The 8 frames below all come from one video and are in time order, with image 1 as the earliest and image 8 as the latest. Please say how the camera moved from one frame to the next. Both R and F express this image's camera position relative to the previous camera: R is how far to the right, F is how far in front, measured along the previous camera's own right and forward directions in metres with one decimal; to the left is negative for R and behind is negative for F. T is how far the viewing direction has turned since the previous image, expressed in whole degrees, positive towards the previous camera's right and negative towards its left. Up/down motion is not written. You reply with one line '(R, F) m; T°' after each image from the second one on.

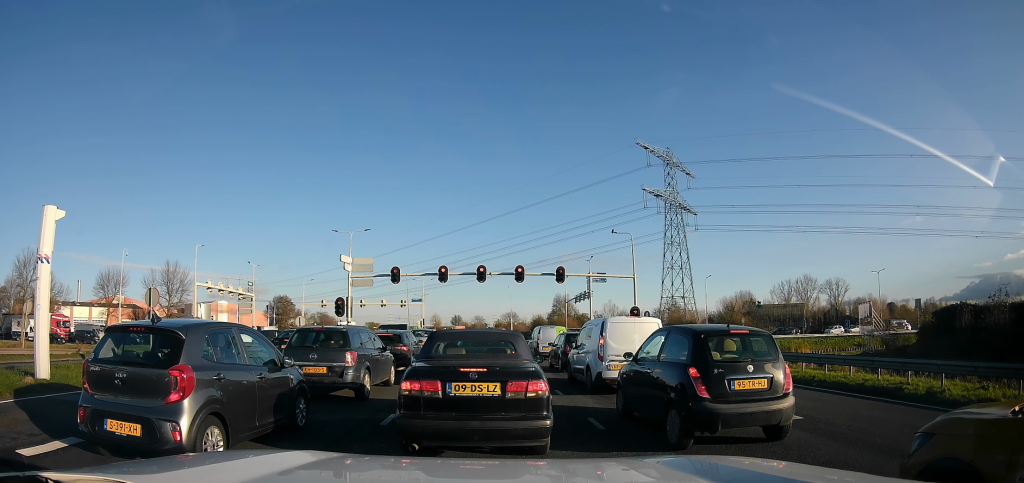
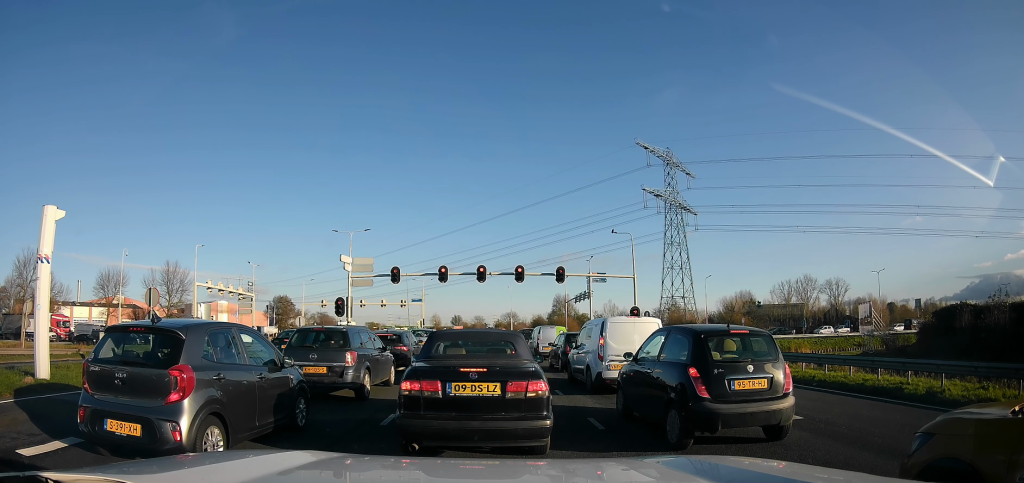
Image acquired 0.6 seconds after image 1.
(0.0, 0.0) m; 0°
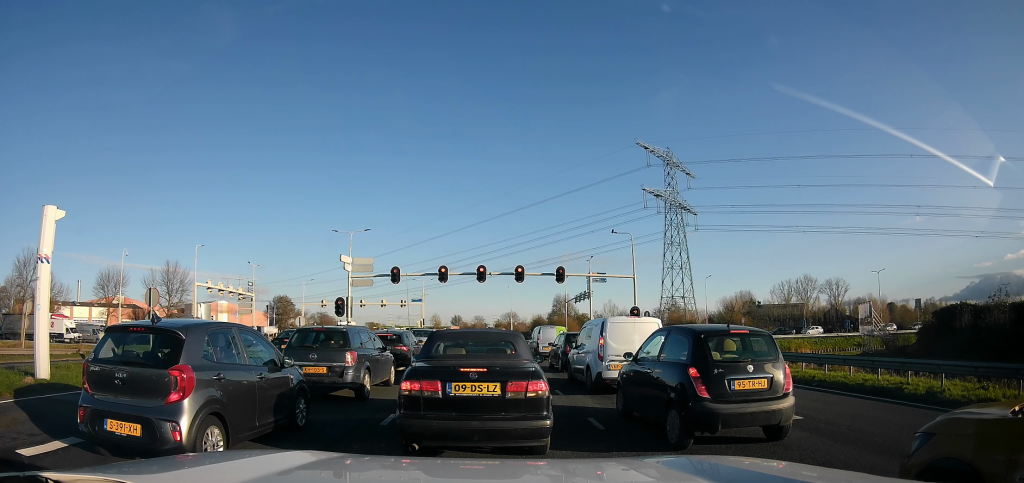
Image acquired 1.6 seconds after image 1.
(0.0, 0.0) m; 0°
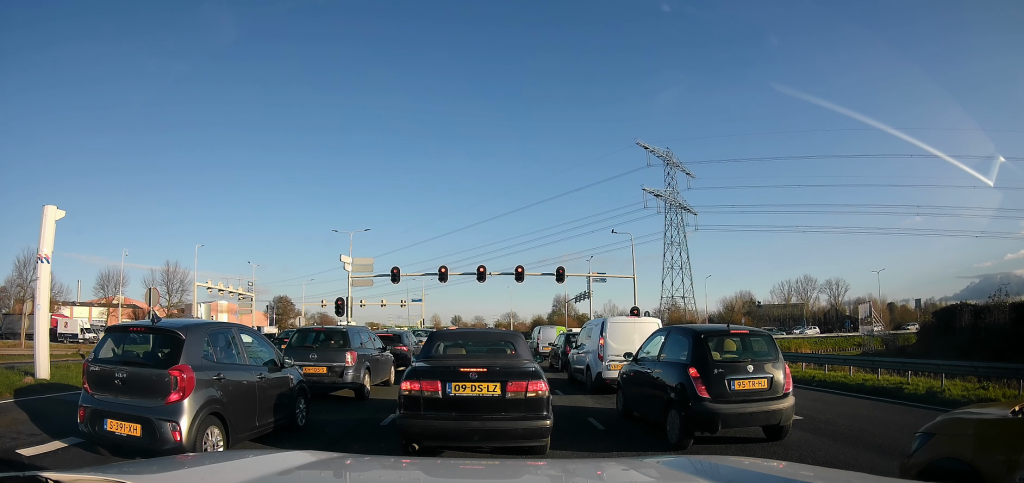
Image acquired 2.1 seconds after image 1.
(0.0, 0.0) m; 0°
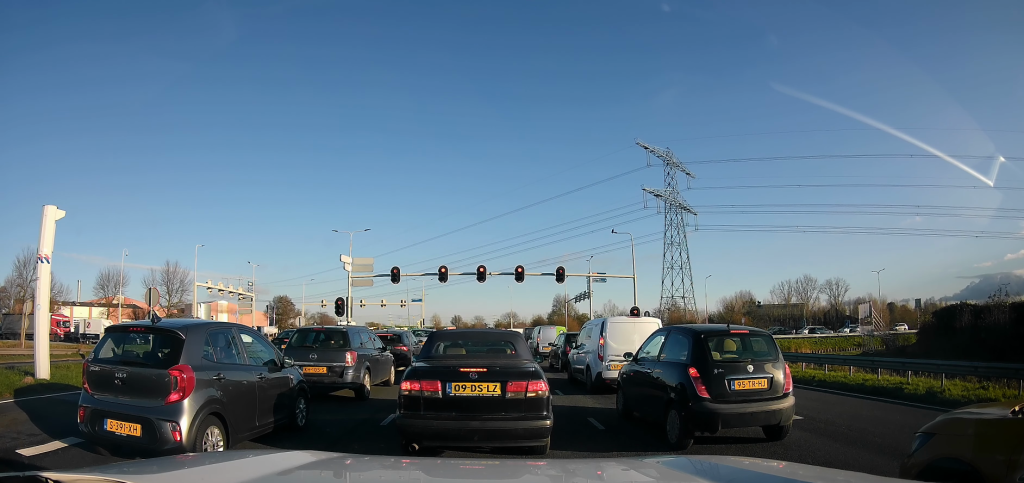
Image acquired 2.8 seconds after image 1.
(0.0, 0.0) m; 0°
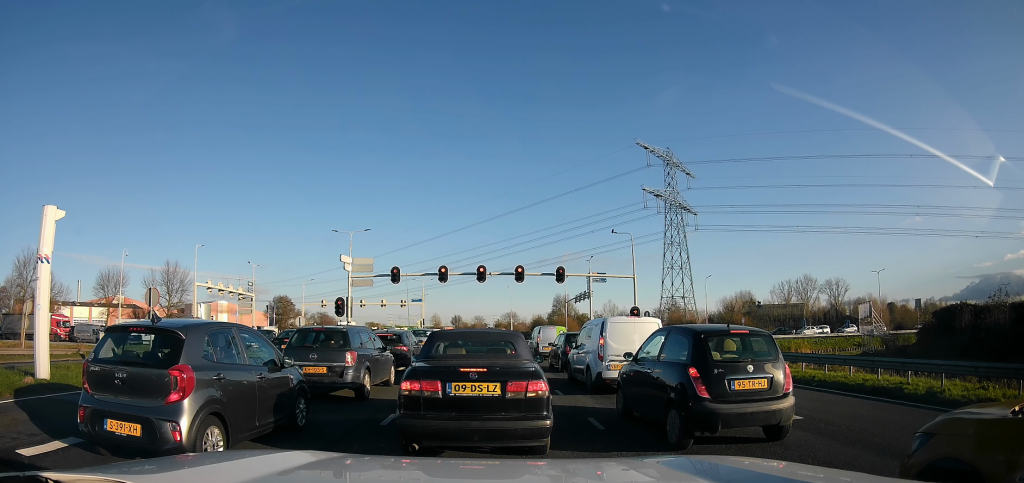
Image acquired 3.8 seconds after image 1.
(0.0, 0.0) m; 0°
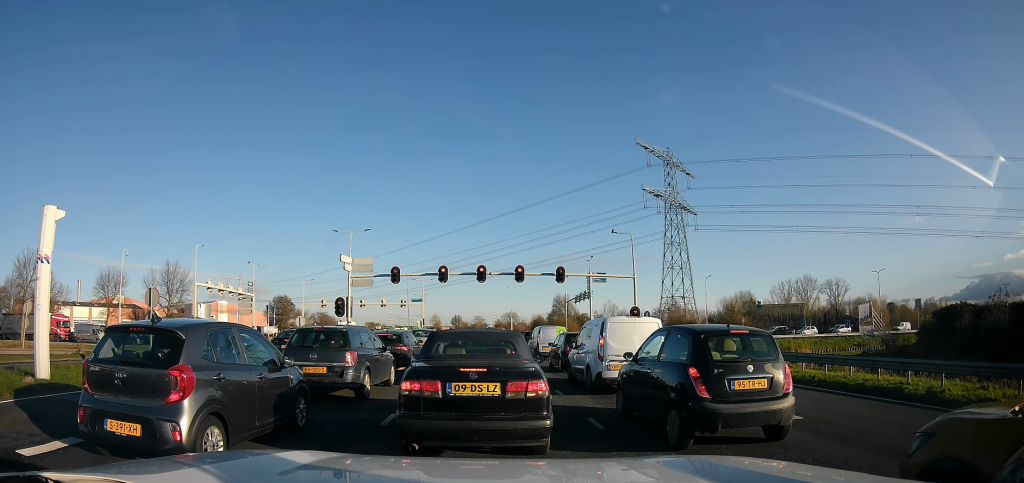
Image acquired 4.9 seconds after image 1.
(0.0, 0.0) m; 0°
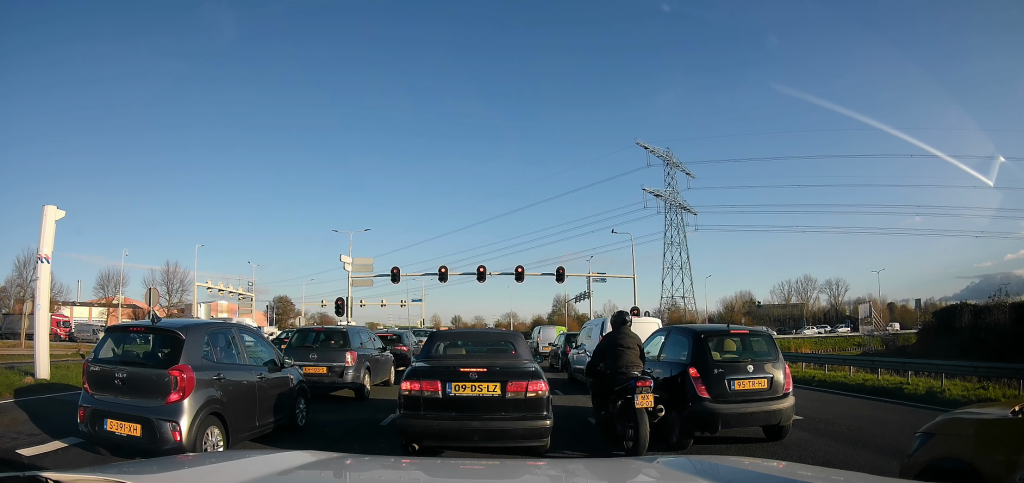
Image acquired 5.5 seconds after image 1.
(0.0, 0.0) m; 0°
